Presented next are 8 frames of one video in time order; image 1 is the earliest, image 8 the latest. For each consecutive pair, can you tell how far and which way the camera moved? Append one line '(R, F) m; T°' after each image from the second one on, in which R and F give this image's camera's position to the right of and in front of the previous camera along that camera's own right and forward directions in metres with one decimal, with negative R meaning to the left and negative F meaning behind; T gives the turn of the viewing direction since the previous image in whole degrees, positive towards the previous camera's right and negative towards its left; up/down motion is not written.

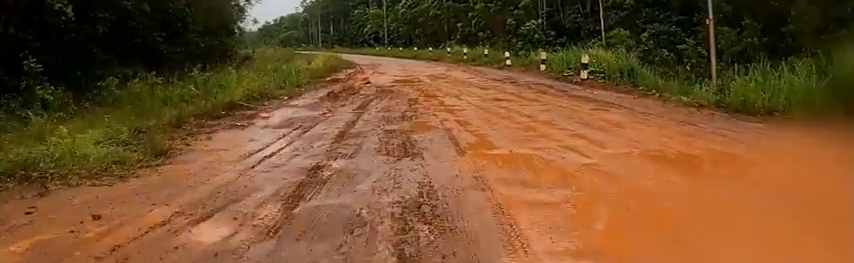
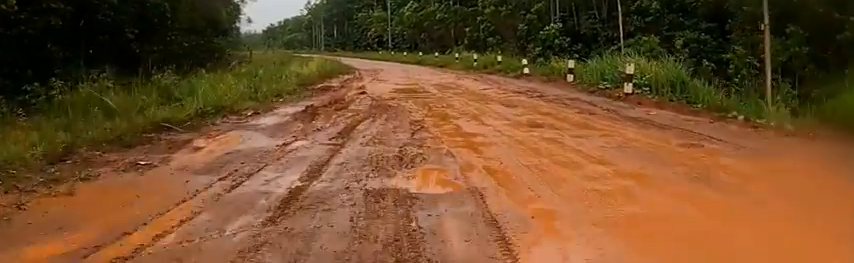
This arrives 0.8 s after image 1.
(0.0, +3.7) m; 0°
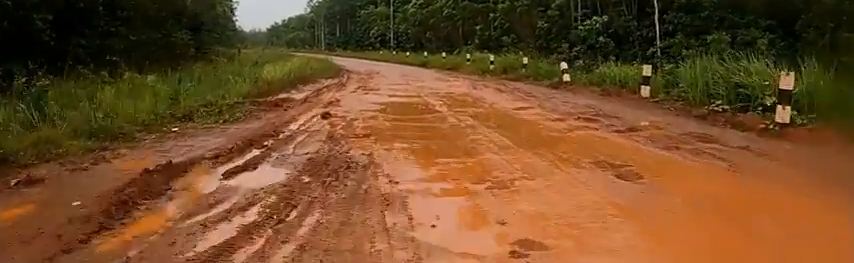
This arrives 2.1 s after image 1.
(0.0, +6.3) m; 0°
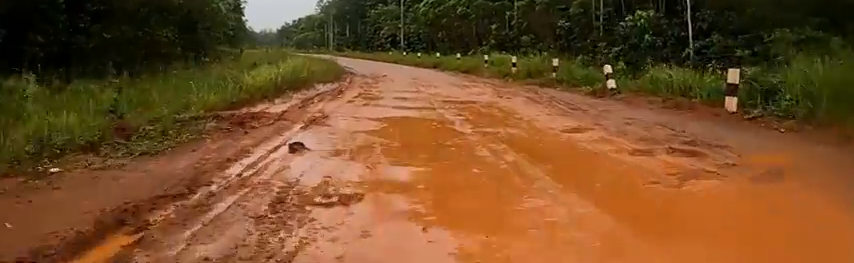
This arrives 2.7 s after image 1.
(0.0, +3.0) m; 0°
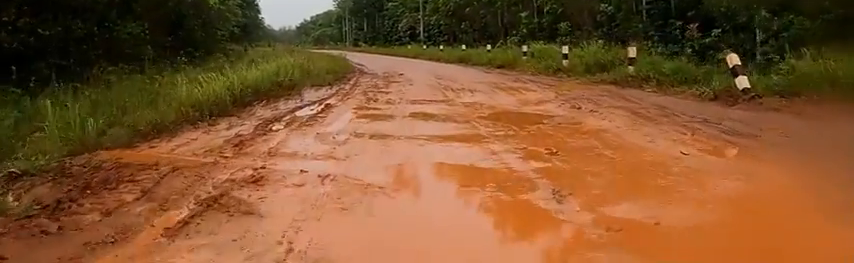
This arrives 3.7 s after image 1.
(0.0, +5.2) m; -2°
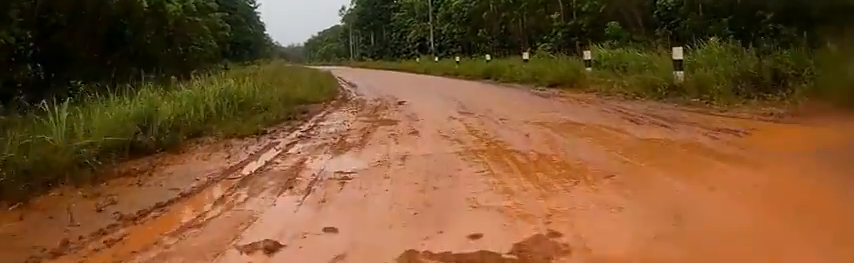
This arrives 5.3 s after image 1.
(-0.9, +8.3) m; -13°
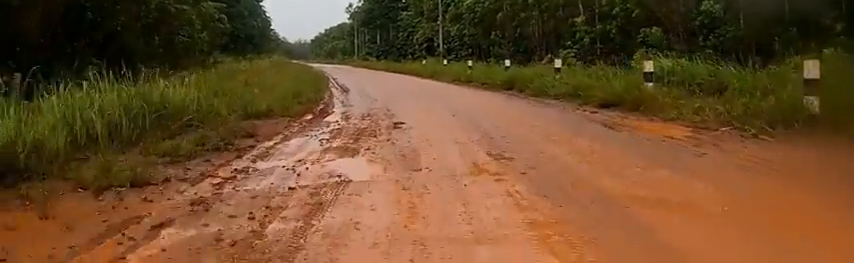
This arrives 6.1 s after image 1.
(-0.1, +4.6) m; +4°
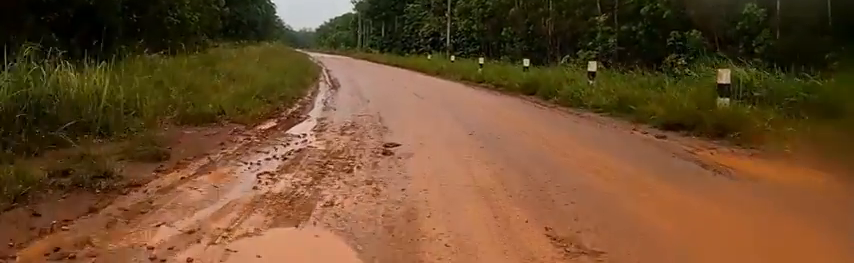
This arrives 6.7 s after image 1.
(+0.1, +3.7) m; +2°
